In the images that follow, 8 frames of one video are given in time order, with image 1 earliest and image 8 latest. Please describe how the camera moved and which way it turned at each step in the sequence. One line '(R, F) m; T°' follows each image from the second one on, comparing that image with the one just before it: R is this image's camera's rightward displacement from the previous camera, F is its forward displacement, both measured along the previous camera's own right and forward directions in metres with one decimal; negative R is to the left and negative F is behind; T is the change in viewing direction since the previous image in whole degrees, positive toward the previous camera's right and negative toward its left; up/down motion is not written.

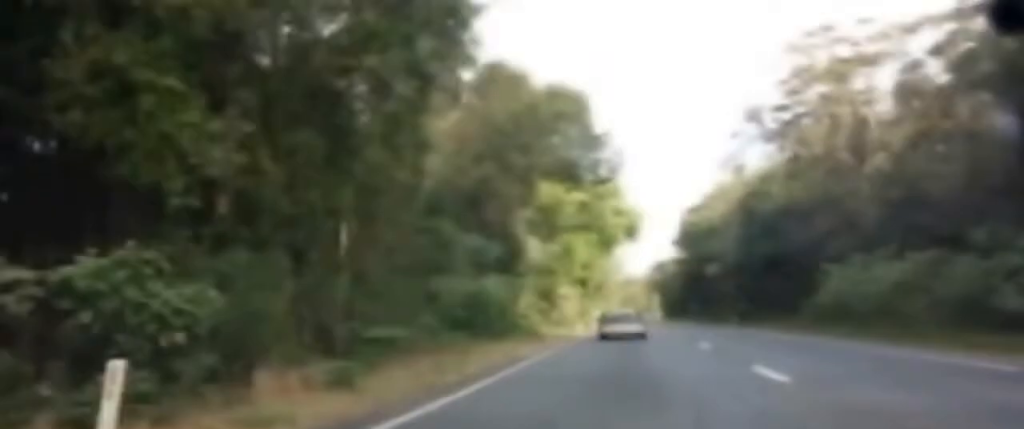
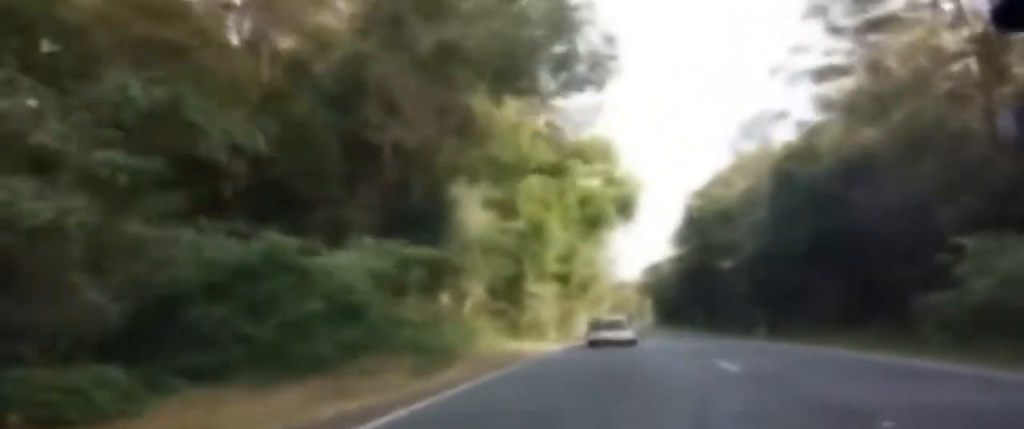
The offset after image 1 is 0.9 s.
(+0.1, +20.2) m; +1°
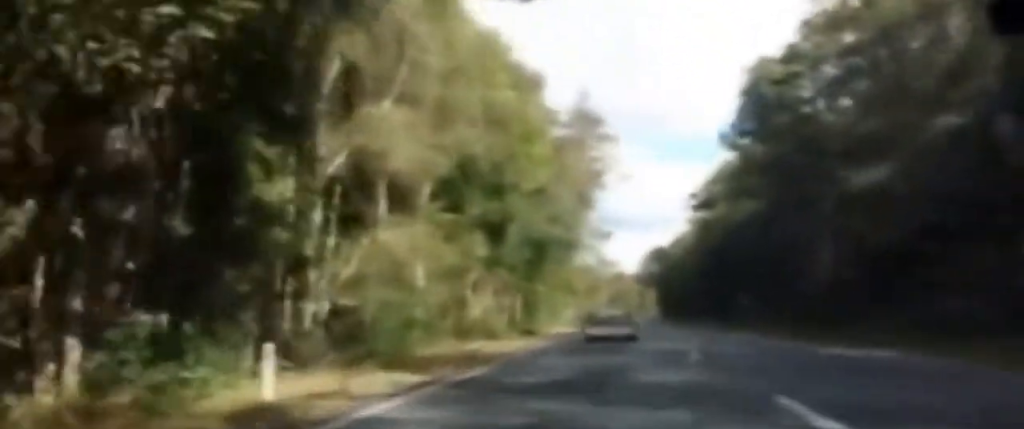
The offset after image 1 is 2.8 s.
(+0.6, +44.9) m; 0°
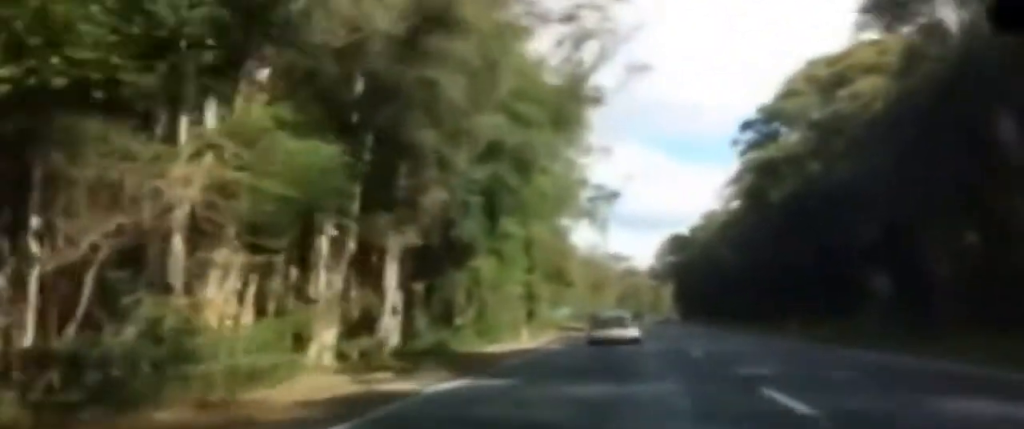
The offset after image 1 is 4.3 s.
(-0.3, +34.7) m; +3°
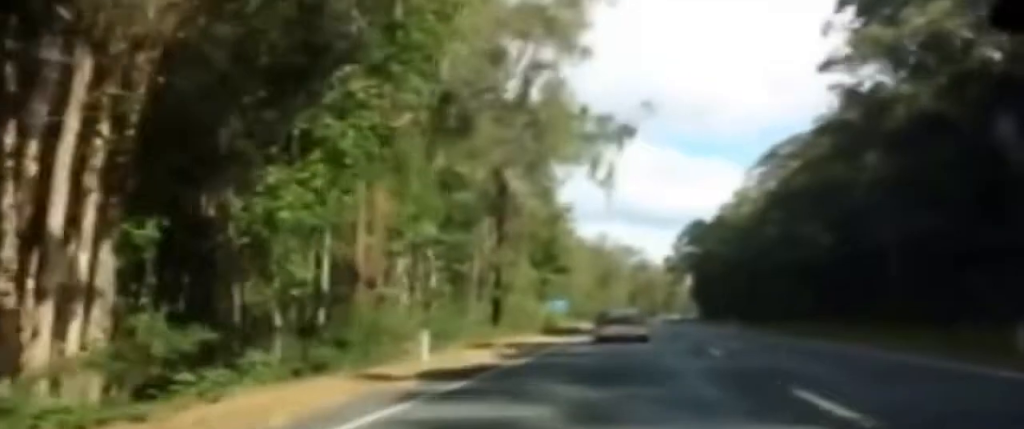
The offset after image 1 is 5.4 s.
(+1.3, +24.6) m; +2°
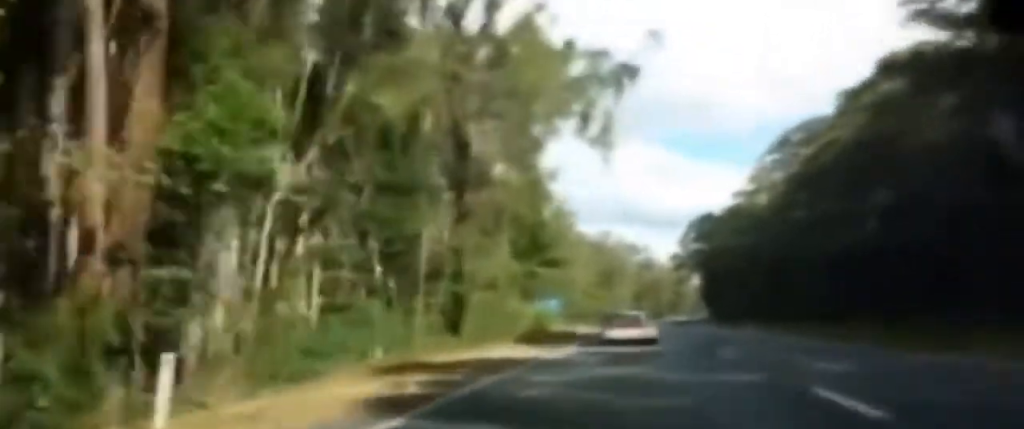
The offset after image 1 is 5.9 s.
(-0.2, +12.3) m; -6°
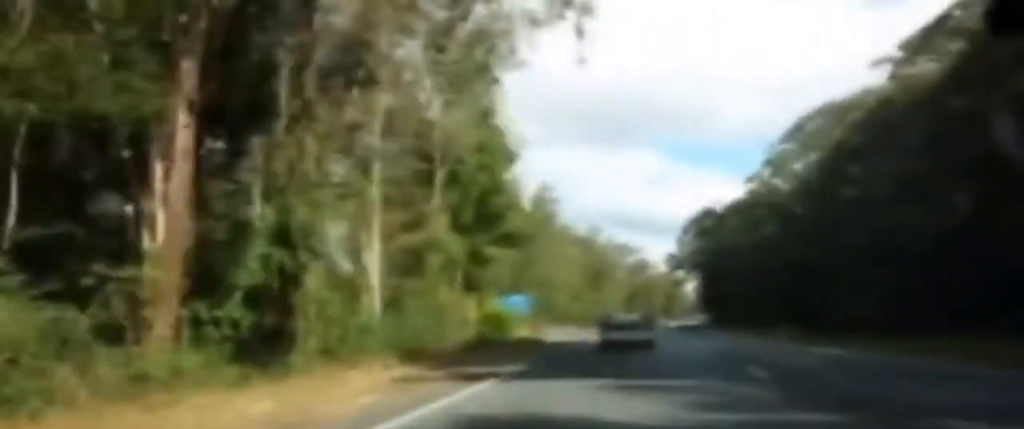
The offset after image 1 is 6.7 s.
(-0.9, +17.3) m; -5°
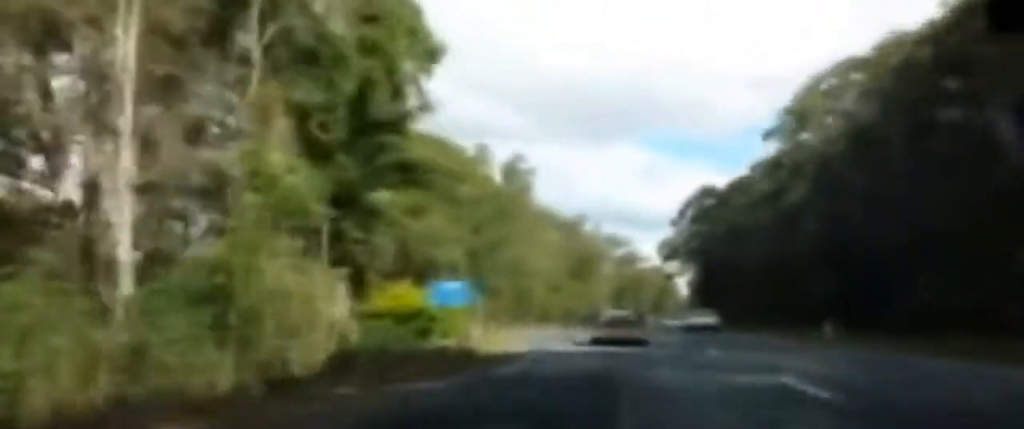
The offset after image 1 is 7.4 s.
(-2.6, +16.5) m; +2°
